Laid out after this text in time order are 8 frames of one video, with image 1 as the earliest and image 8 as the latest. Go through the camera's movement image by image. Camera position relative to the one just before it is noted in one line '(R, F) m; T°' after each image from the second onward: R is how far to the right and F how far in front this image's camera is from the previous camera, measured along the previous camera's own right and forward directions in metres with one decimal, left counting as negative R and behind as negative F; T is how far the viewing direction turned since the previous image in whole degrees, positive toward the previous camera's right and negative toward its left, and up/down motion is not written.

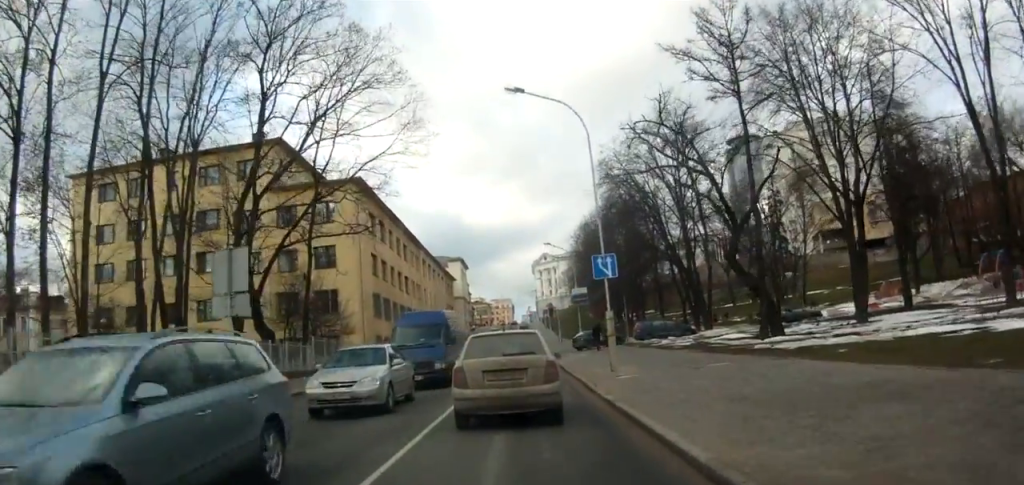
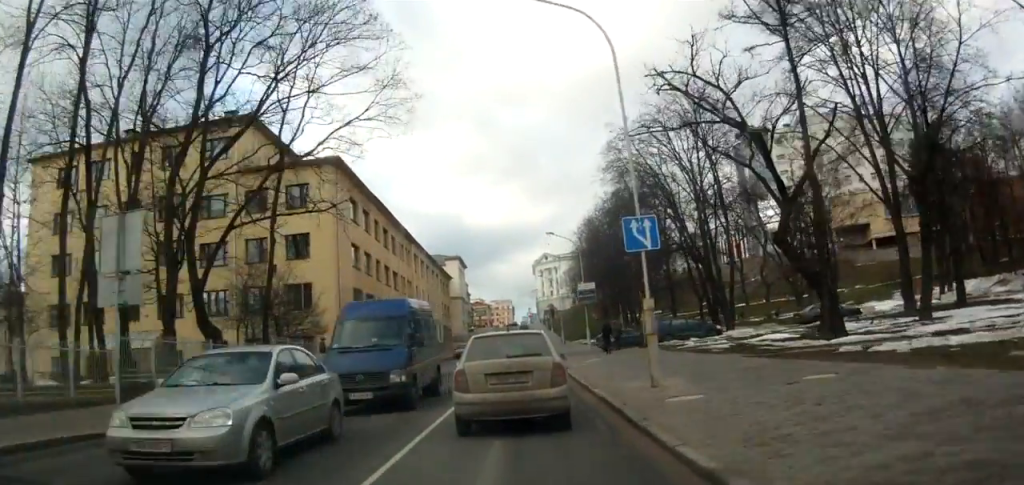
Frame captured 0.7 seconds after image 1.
(-0.3, +6.1) m; -2°
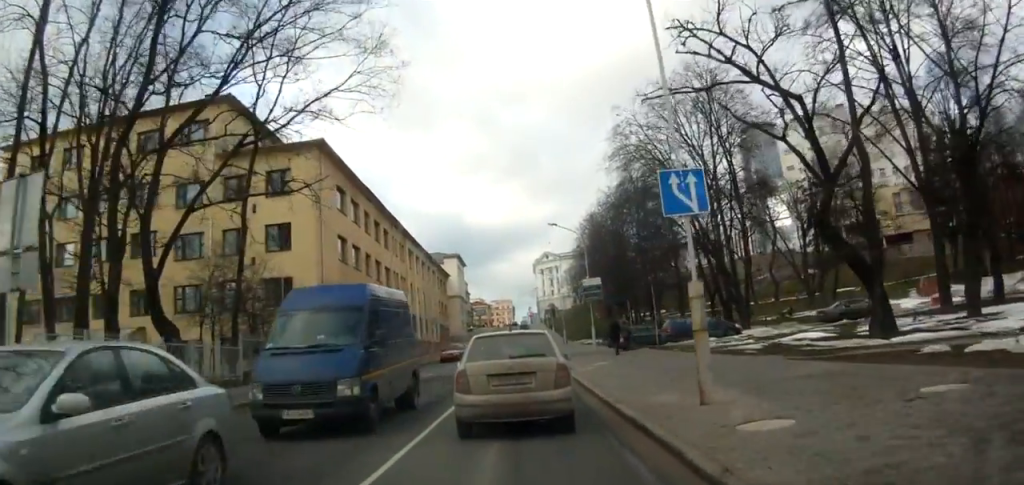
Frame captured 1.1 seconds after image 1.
(+0.1, +3.8) m; +1°
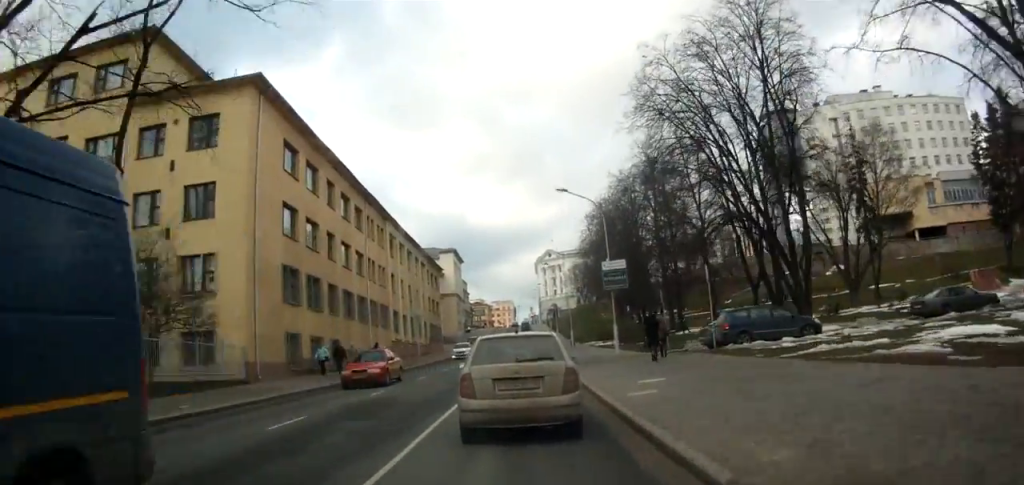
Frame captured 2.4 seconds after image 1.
(+0.4, +10.9) m; +1°
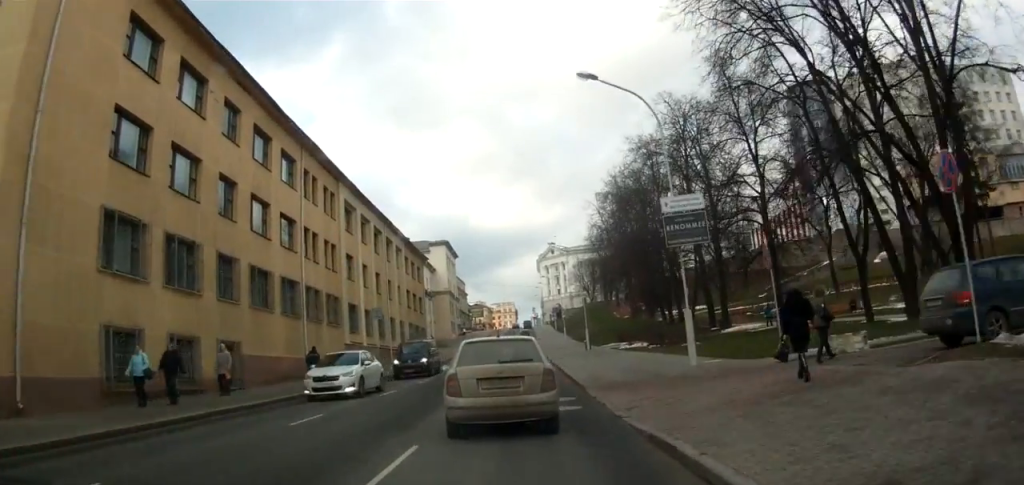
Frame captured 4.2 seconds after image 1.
(-0.4, +15.0) m; 0°
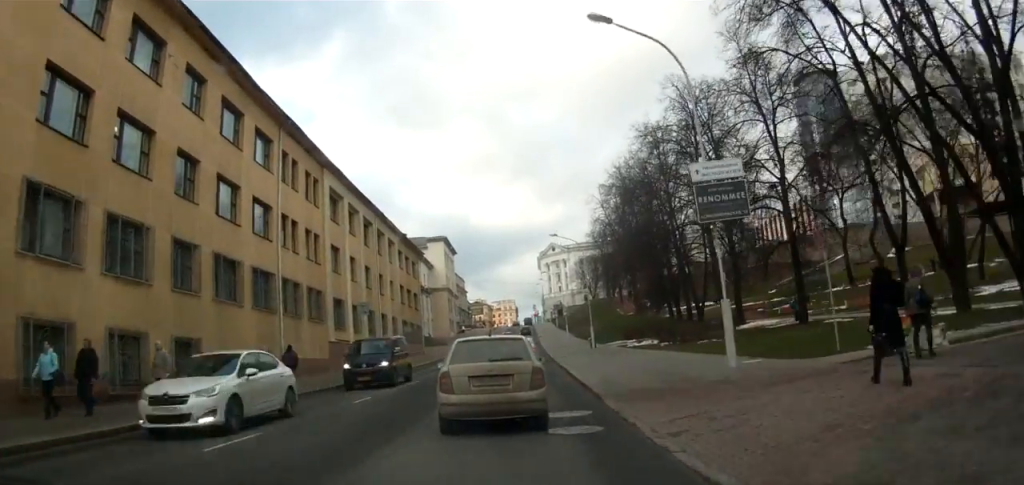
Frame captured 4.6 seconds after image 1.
(0.0, +3.5) m; +1°
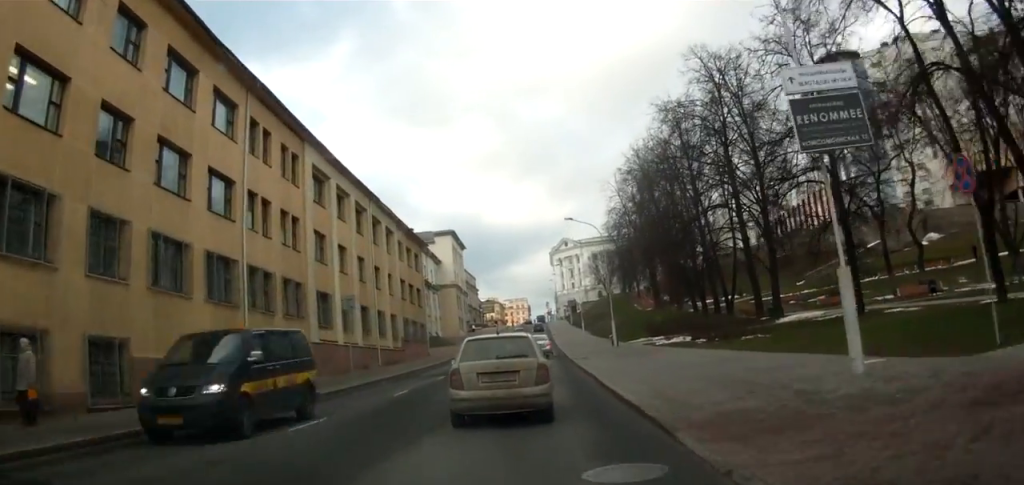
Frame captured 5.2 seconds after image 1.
(+0.2, +5.4) m; -1°
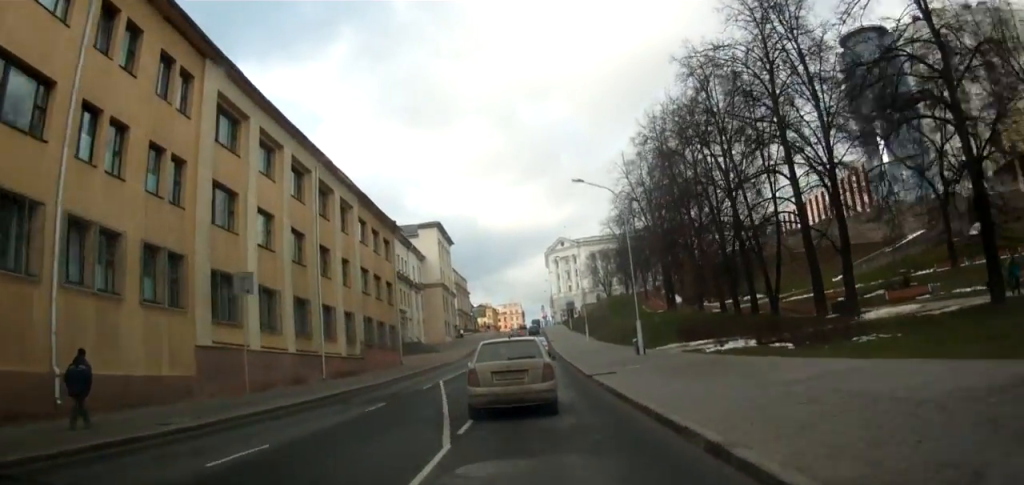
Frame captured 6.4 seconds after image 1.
(-0.4, +11.3) m; -2°
